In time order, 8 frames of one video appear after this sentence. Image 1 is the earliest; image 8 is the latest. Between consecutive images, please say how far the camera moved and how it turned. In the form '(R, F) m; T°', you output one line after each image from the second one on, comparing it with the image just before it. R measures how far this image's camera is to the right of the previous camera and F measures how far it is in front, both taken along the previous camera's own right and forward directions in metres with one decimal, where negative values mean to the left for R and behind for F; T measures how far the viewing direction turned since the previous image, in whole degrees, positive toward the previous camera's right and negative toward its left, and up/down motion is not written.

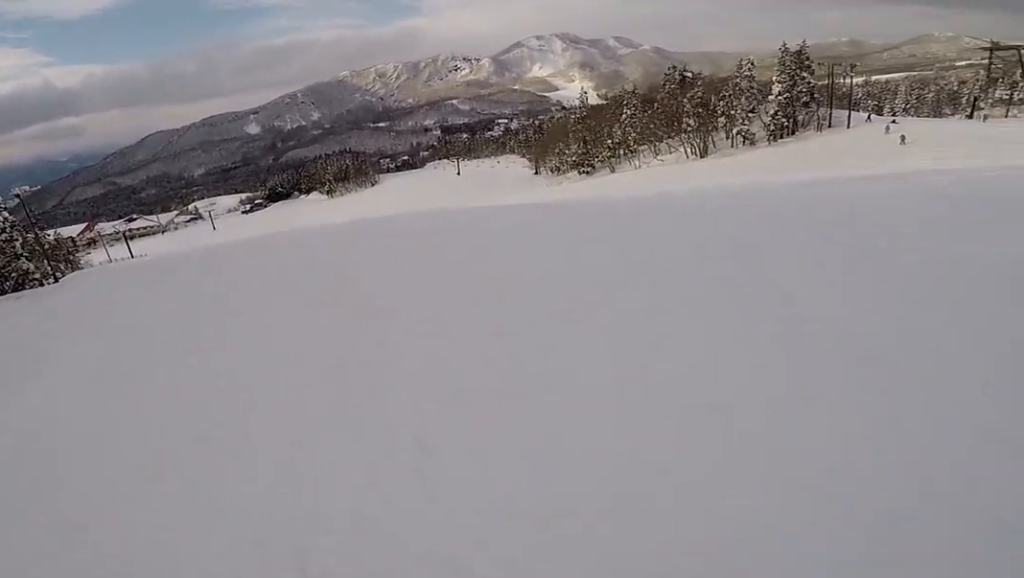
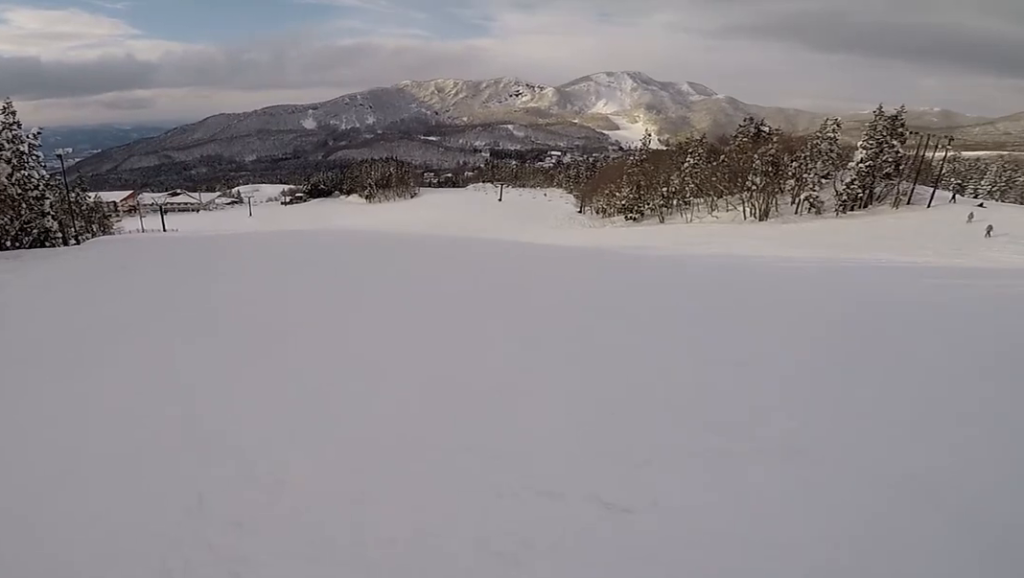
(0.0, +2.4) m; -1°
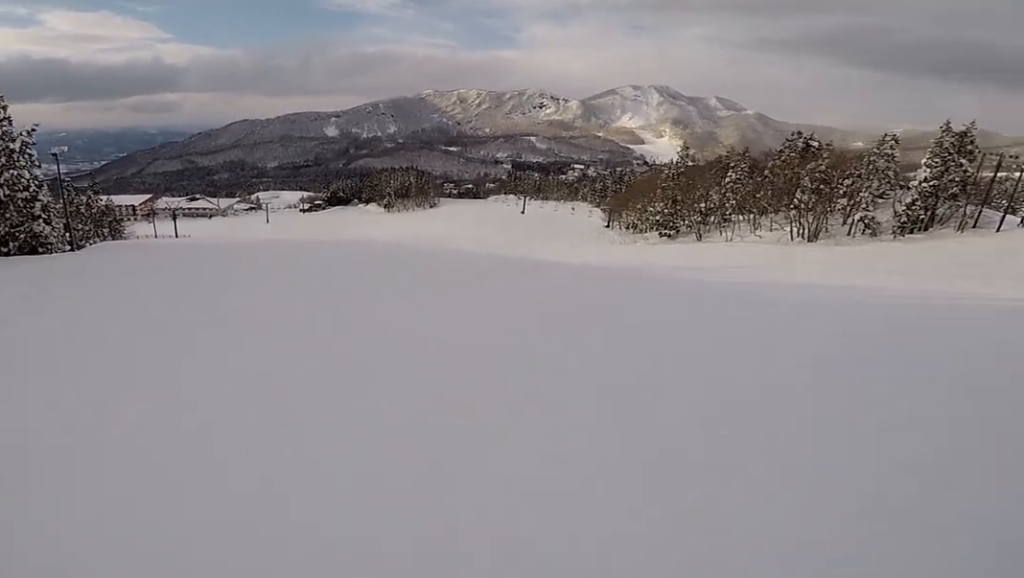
(-0.2, +4.4) m; -12°
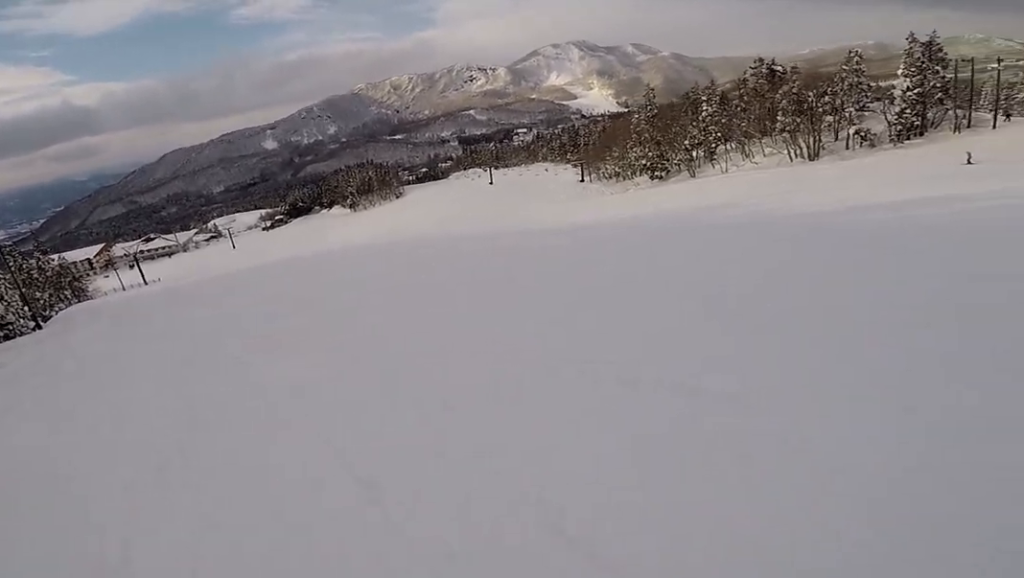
(-1.6, +6.0) m; +11°
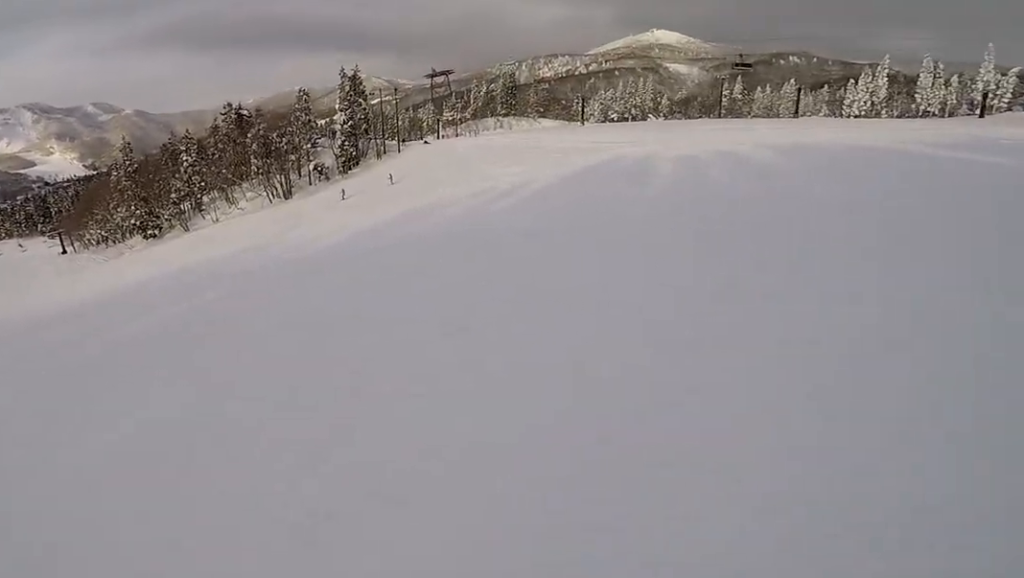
(+2.4, +3.5) m; +41°
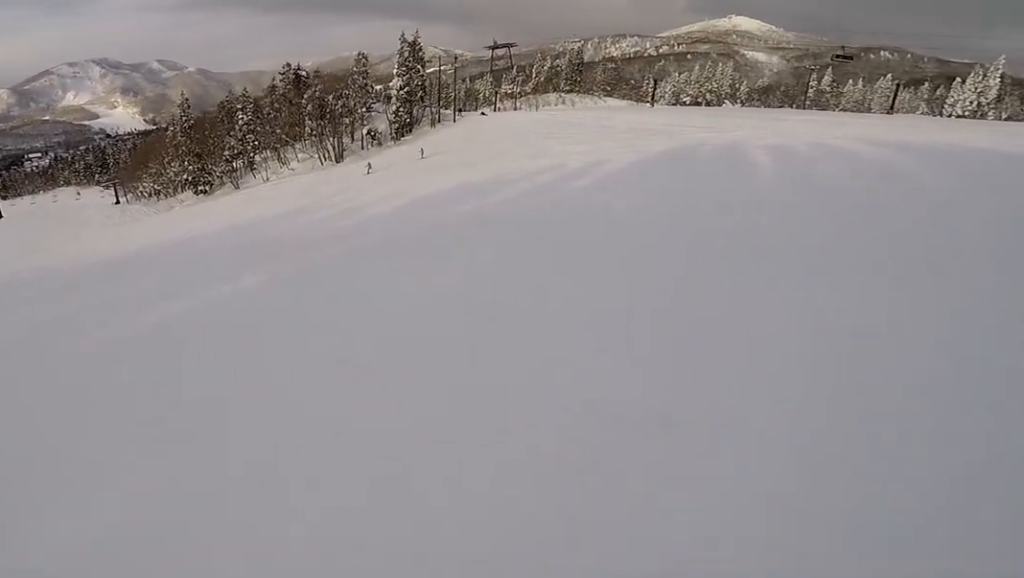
(0.0, +2.4) m; -8°
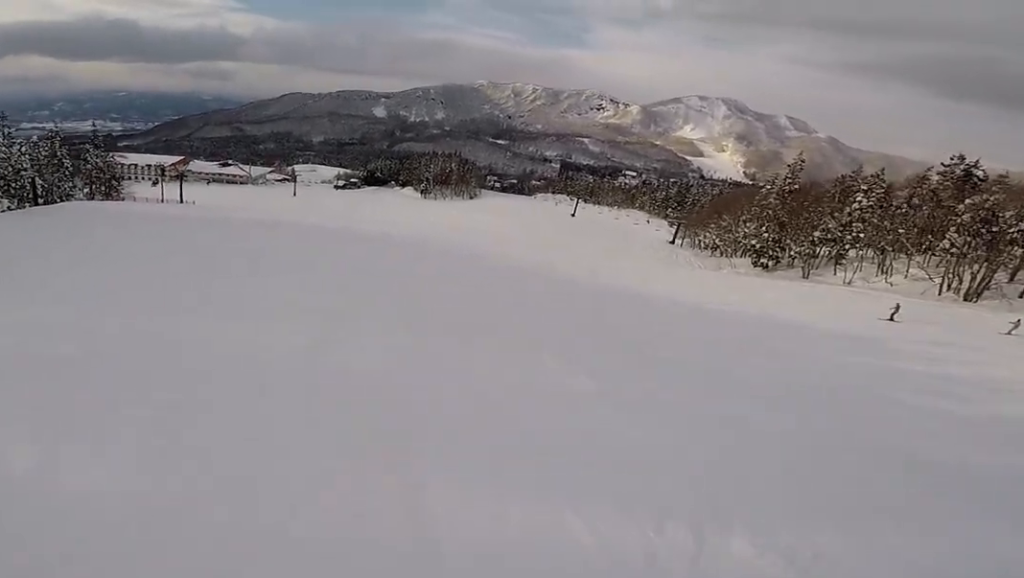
(-1.1, +5.3) m; -25°
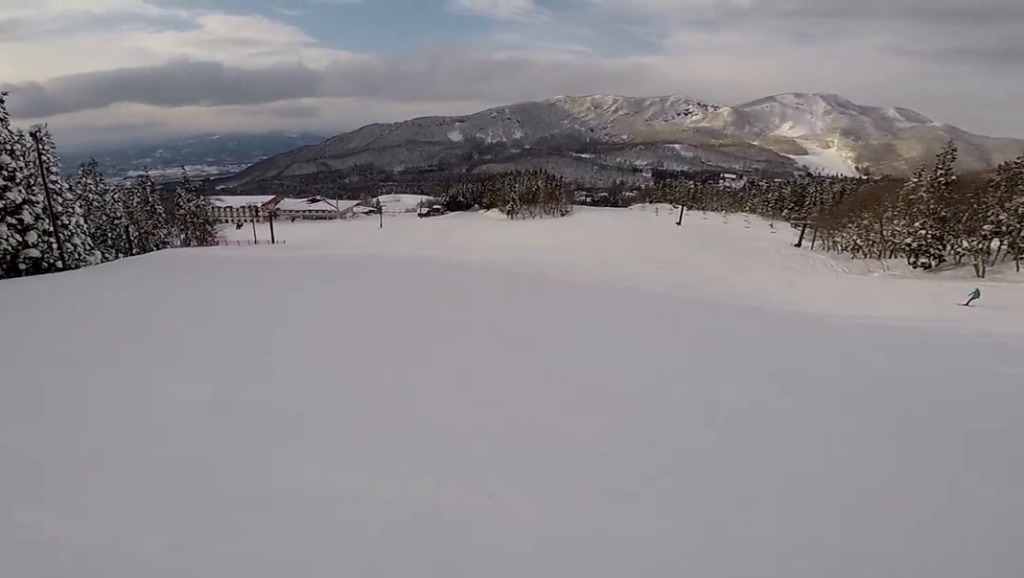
(-0.8, +5.2) m; -28°
